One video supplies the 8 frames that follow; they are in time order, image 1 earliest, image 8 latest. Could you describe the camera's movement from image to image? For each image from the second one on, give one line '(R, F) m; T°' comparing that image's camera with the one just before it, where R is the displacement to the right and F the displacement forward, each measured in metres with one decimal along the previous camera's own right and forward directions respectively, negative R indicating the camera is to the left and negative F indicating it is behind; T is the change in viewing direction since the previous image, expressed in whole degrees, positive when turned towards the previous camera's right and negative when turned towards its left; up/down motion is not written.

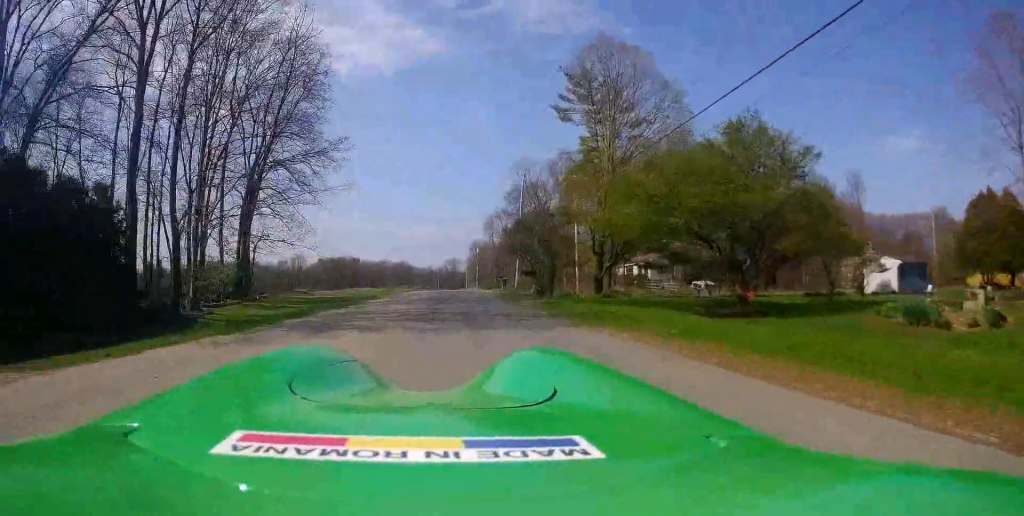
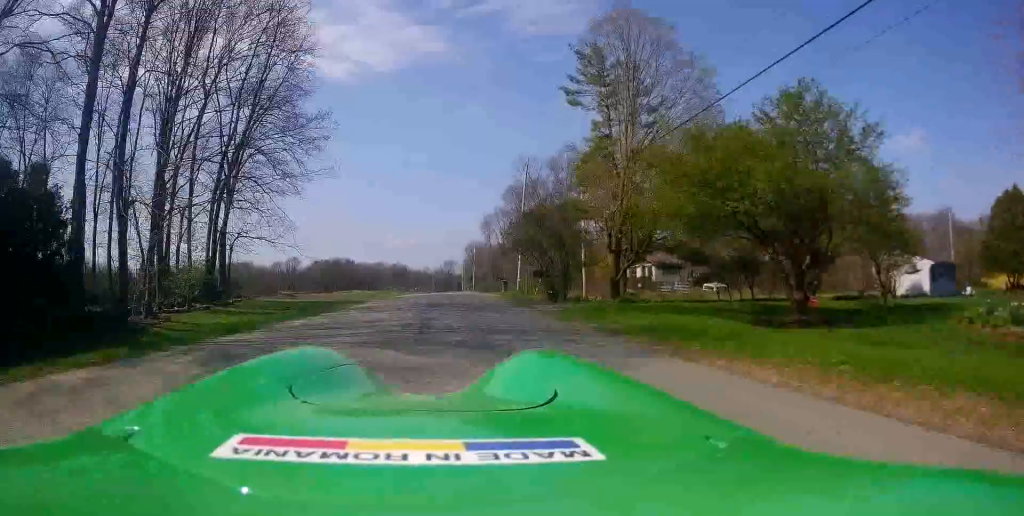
(+0.8, +4.6) m; +6°
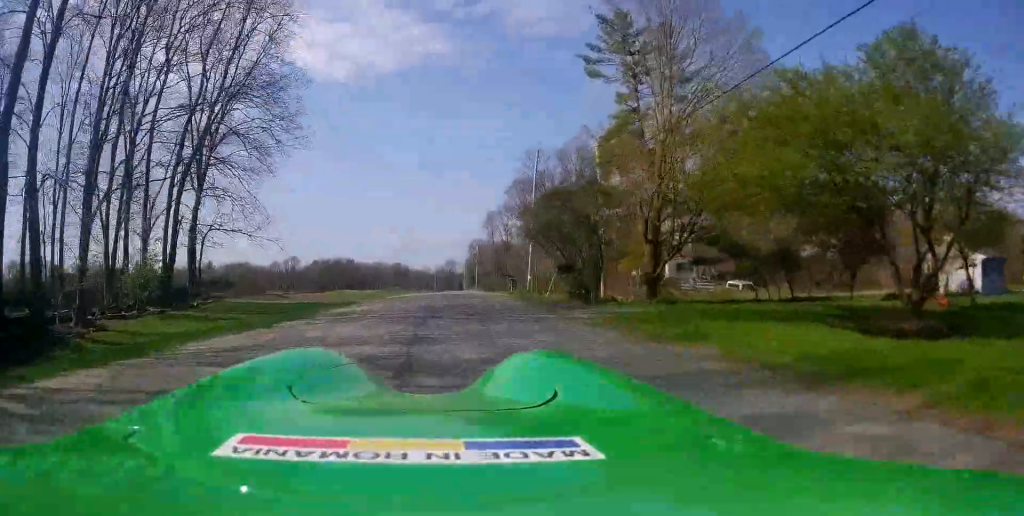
(+0.4, +5.6) m; +6°
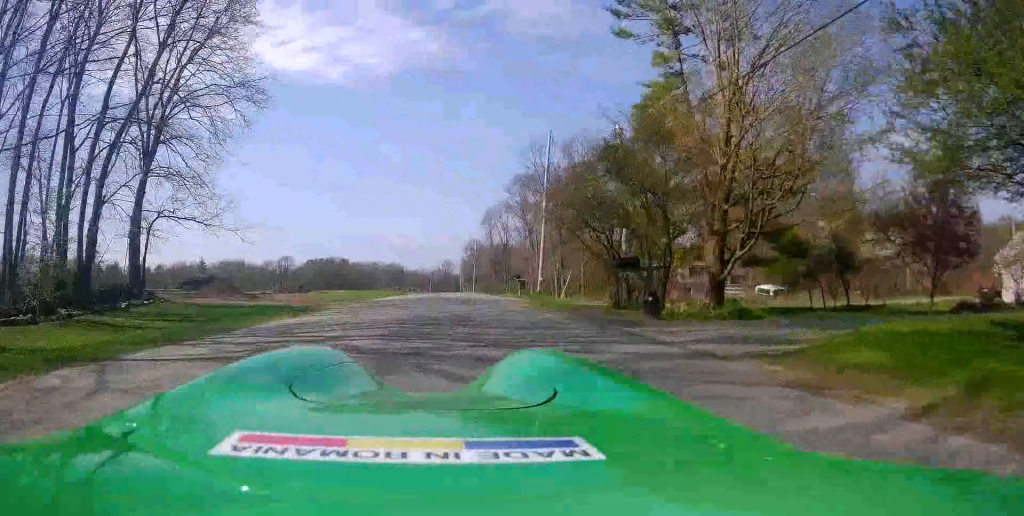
(+0.3, +6.2) m; 0°
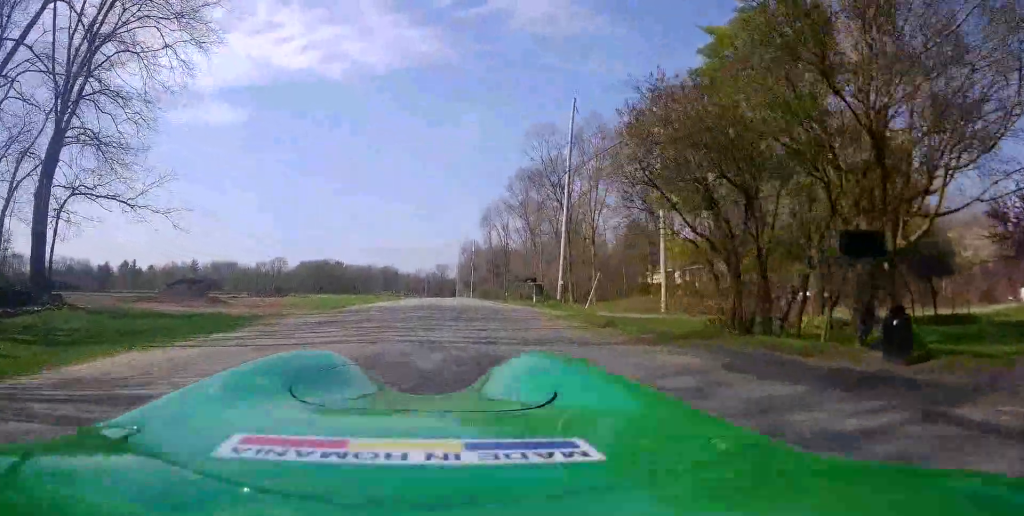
(-0.3, +7.3) m; +1°
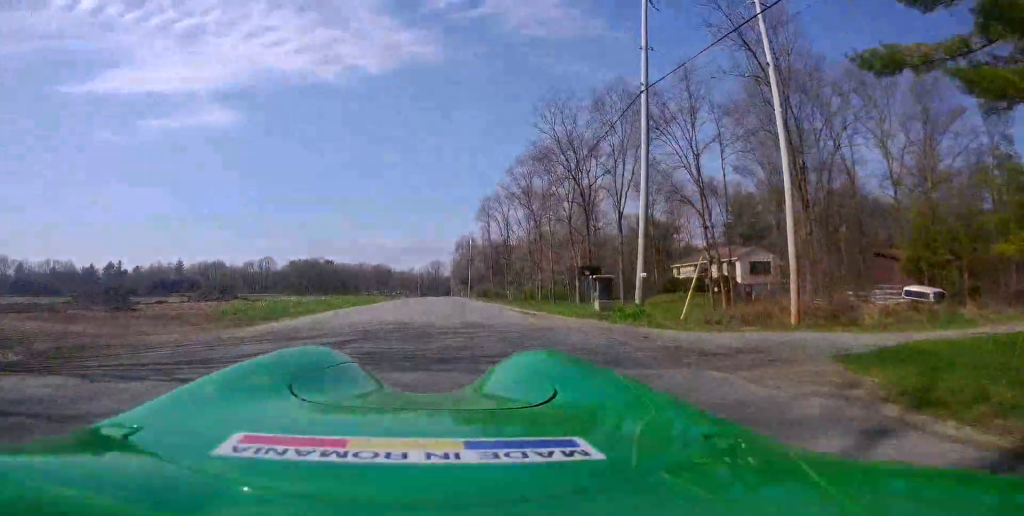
(+0.2, +11.9) m; -1°
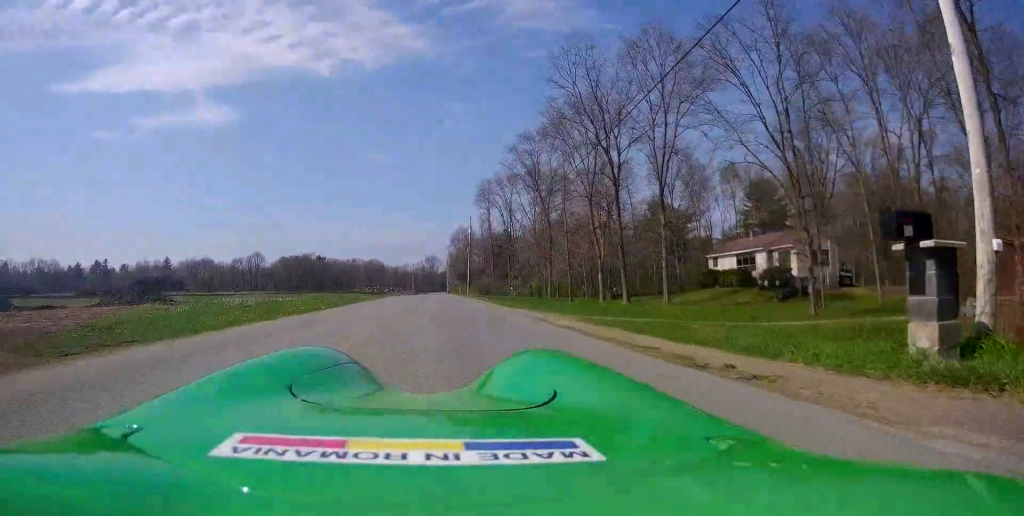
(-0.1, +12.1) m; +2°
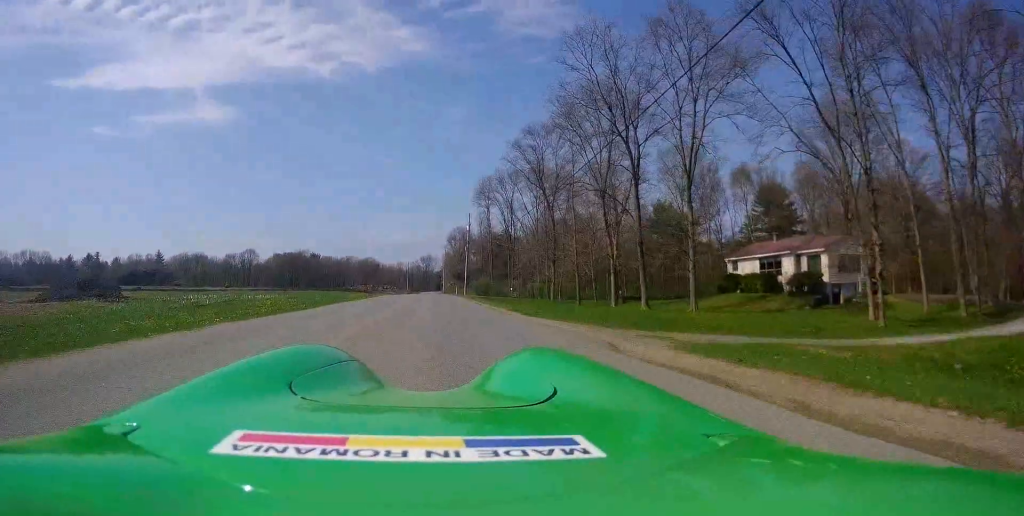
(+0.1, +5.5) m; +2°
